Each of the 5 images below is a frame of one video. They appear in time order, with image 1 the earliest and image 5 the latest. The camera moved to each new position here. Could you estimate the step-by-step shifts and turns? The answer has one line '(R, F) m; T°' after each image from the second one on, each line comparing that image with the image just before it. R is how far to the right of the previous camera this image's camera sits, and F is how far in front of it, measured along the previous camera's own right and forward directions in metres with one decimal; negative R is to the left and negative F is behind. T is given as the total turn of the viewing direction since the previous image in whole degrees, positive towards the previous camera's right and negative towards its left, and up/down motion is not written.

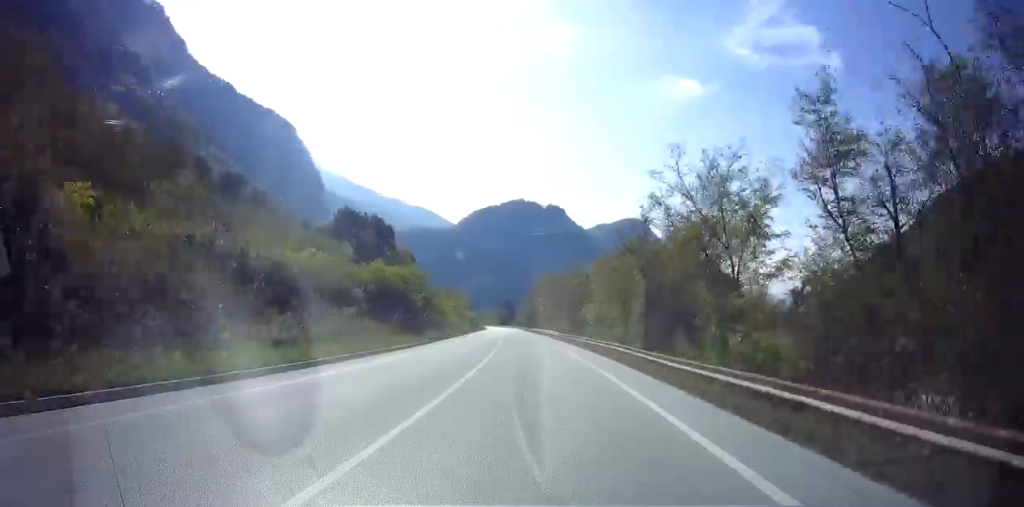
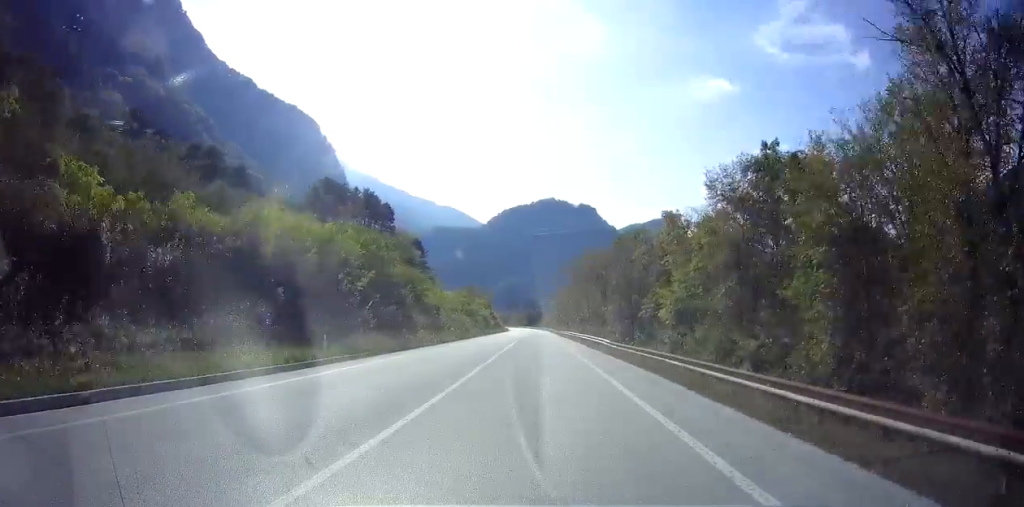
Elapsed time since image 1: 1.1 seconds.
(-0.7, +26.2) m; -2°
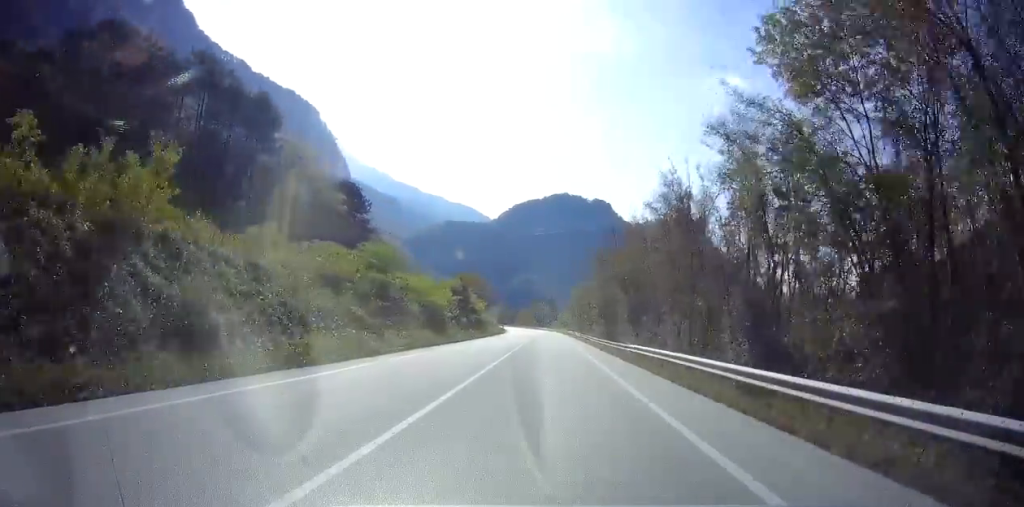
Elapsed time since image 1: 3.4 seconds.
(-0.7, +55.0) m; -1°
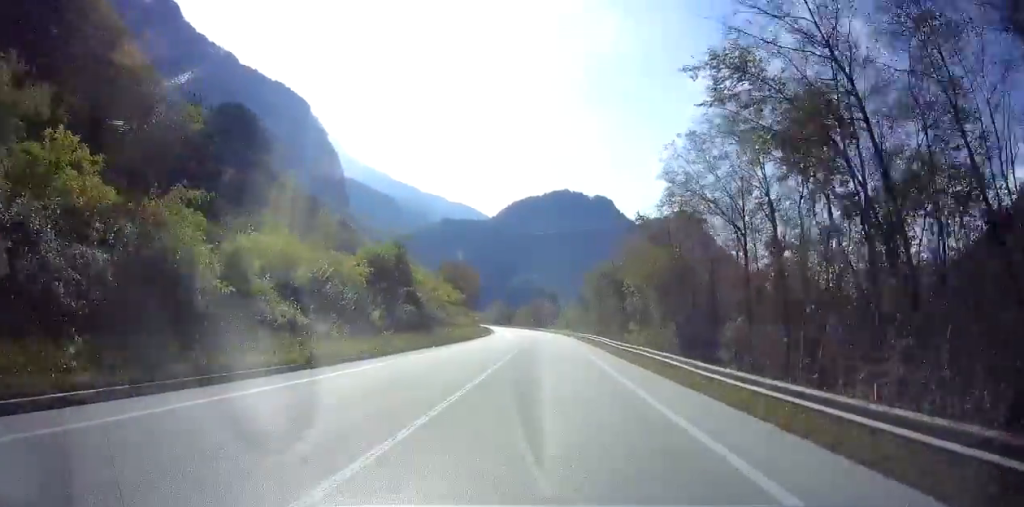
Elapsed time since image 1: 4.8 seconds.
(-0.1, +33.5) m; 0°
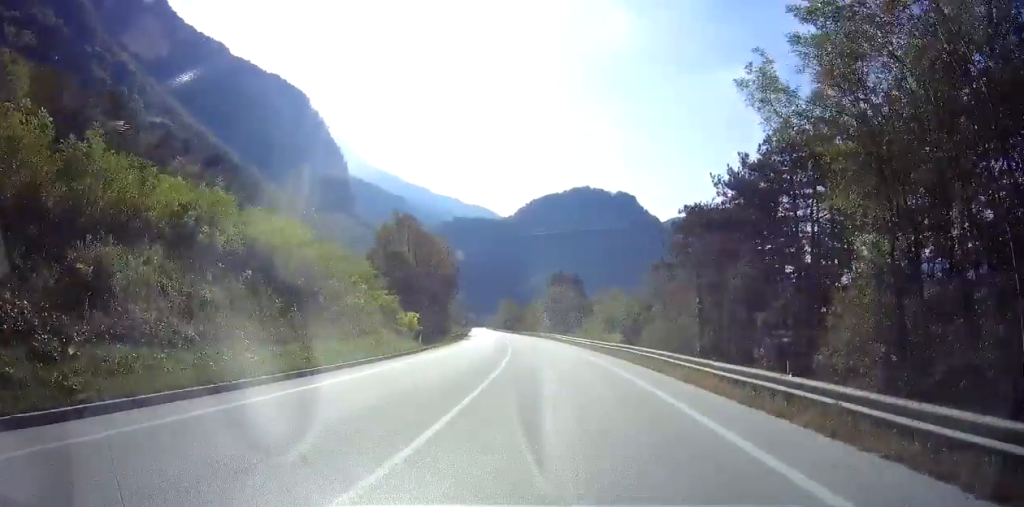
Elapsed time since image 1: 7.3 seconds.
(-0.7, +60.7) m; -5°
